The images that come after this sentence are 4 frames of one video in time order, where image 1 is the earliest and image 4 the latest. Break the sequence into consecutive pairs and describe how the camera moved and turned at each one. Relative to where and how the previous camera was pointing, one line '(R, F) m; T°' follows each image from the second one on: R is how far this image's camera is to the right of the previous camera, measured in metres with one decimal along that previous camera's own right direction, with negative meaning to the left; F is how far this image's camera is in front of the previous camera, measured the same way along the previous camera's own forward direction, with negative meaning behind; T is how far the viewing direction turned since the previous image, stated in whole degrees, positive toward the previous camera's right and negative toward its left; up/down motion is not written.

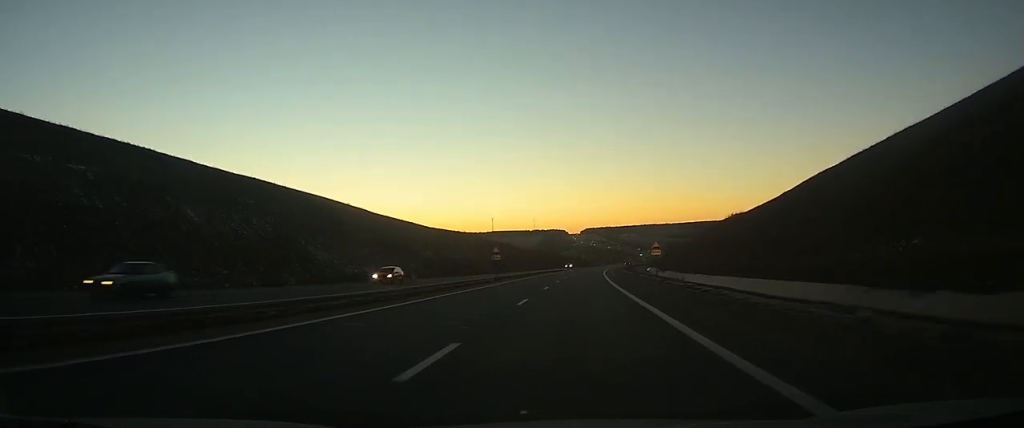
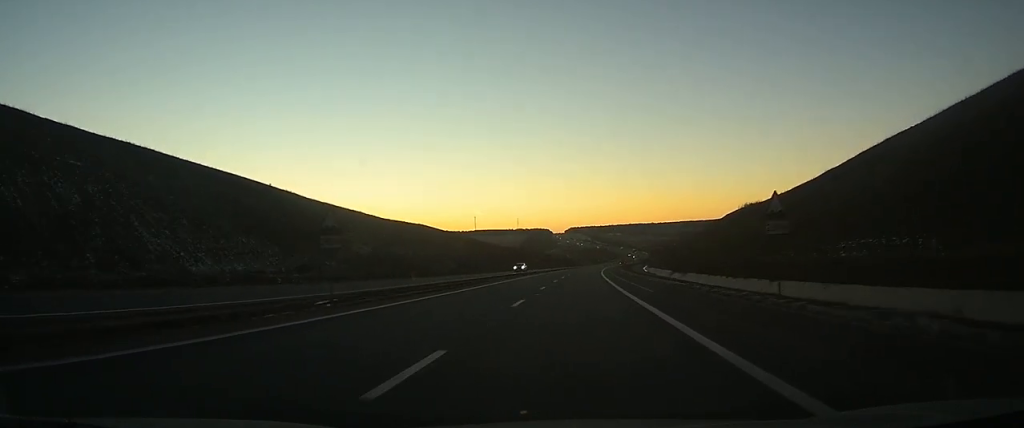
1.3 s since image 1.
(+0.5, +37.1) m; +1°
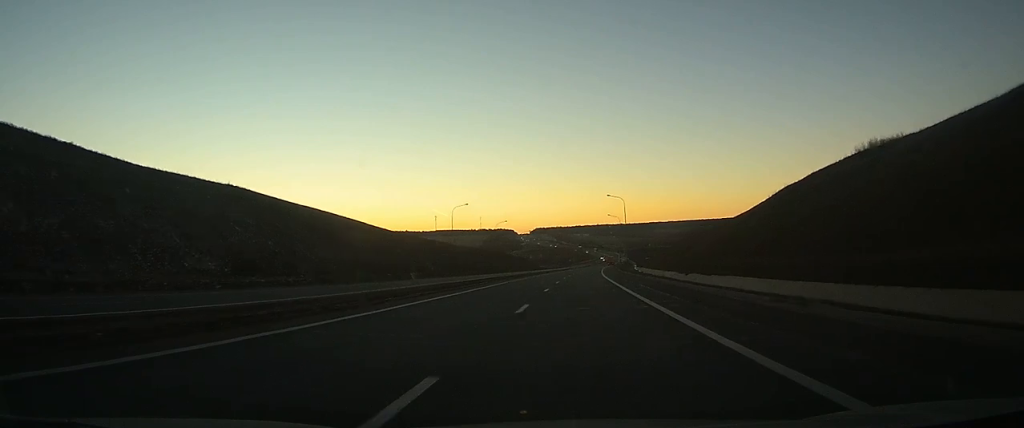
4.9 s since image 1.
(+2.8, +104.3) m; +3°
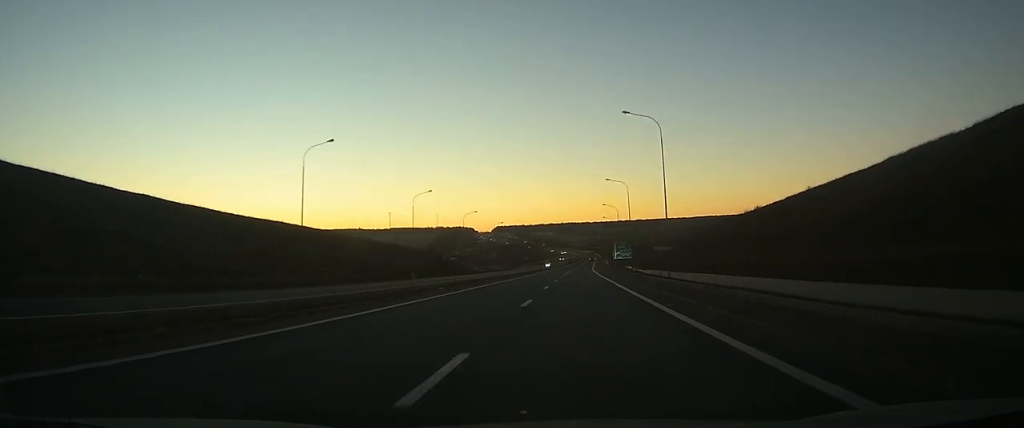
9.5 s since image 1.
(+4.4, +133.3) m; +3°
